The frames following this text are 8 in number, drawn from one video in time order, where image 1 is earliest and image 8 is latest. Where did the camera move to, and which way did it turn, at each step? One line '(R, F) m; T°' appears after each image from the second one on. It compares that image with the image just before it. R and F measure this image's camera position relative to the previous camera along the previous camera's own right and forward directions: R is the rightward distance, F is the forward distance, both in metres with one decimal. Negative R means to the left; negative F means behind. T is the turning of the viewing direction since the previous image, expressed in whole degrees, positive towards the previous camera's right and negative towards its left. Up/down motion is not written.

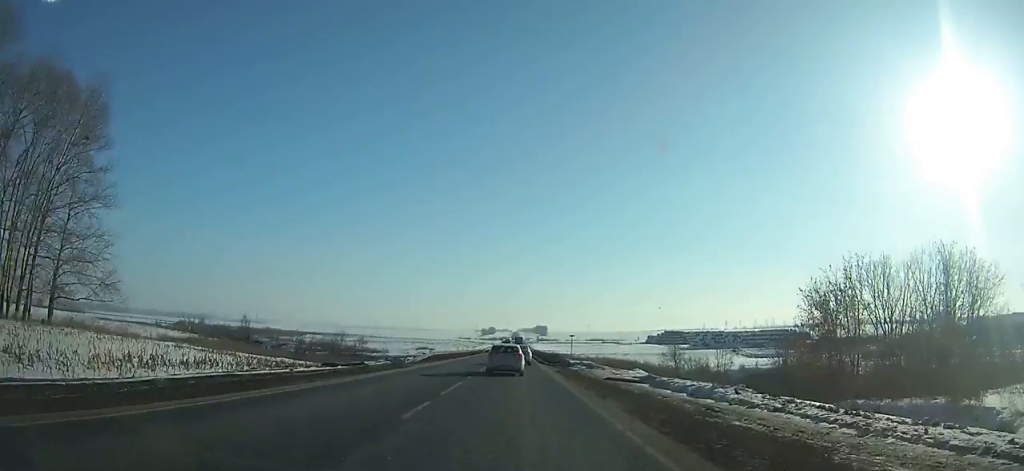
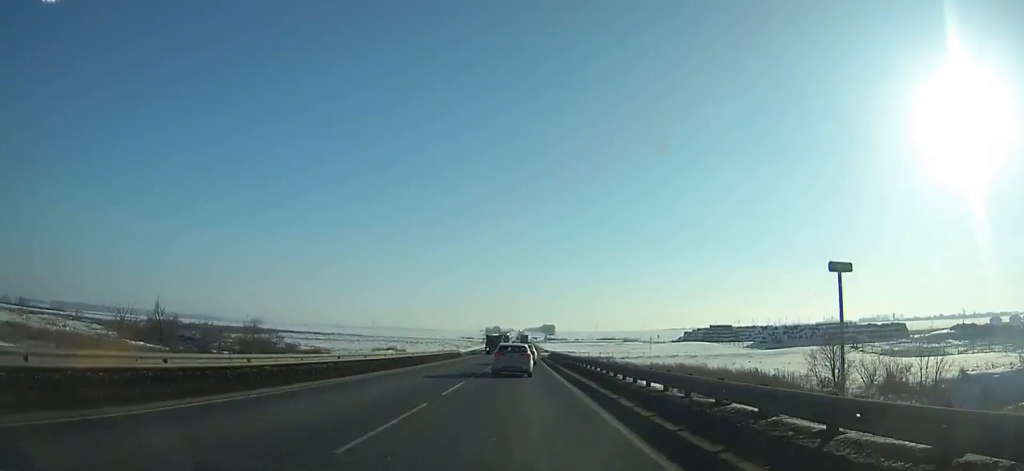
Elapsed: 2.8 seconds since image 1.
(-0.1, +55.6) m; 0°
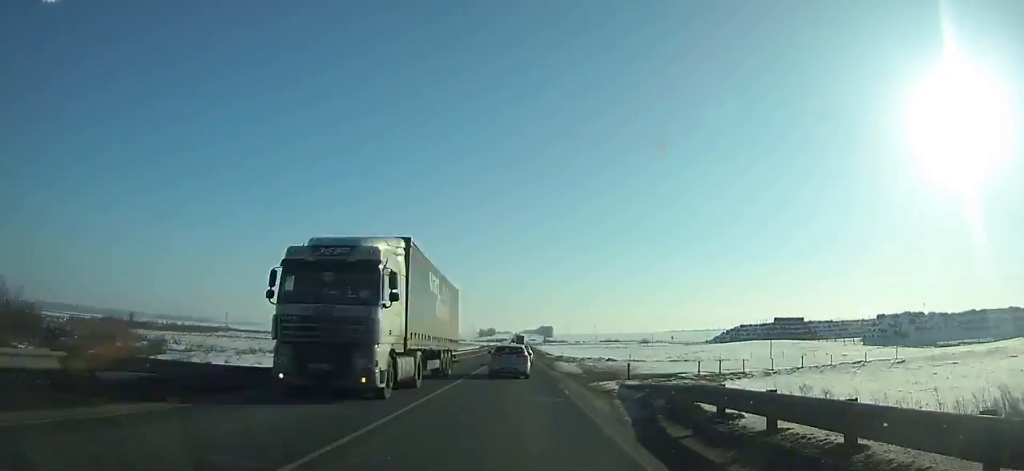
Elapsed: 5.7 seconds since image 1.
(+0.1, +56.6) m; 0°
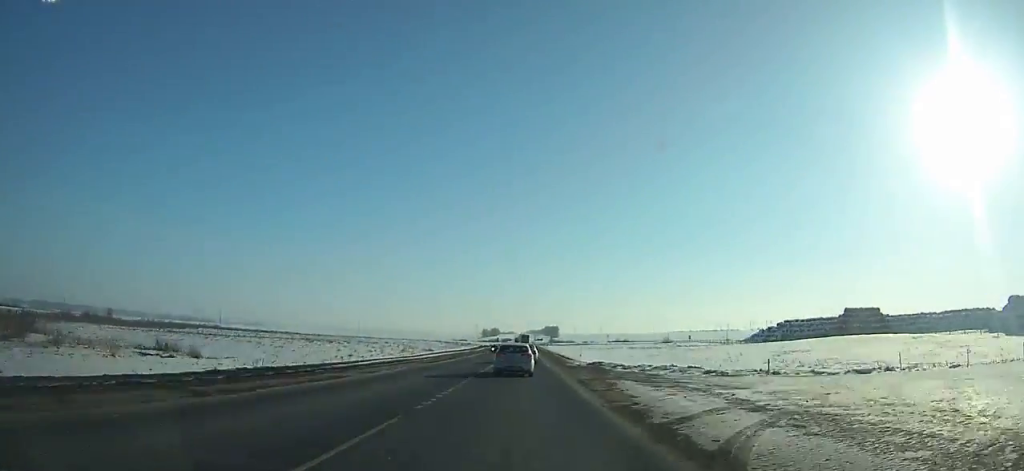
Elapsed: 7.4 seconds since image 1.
(-0.1, +32.9) m; 0°
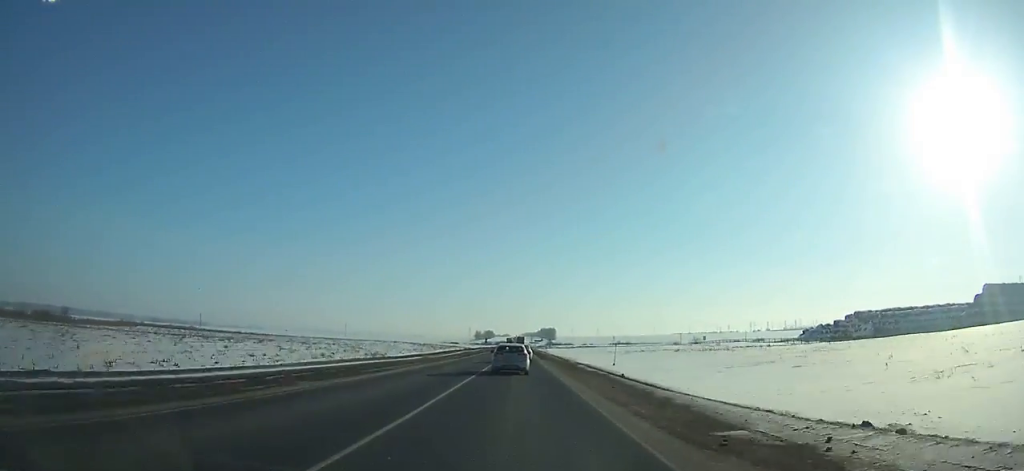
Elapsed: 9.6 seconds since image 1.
(0.0, +42.8) m; 0°
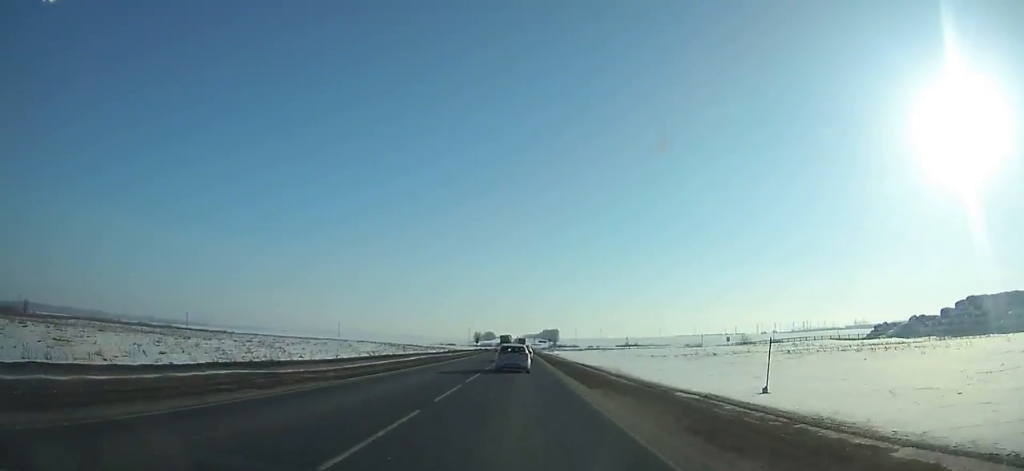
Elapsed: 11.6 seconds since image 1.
(+0.1, +39.0) m; 0°
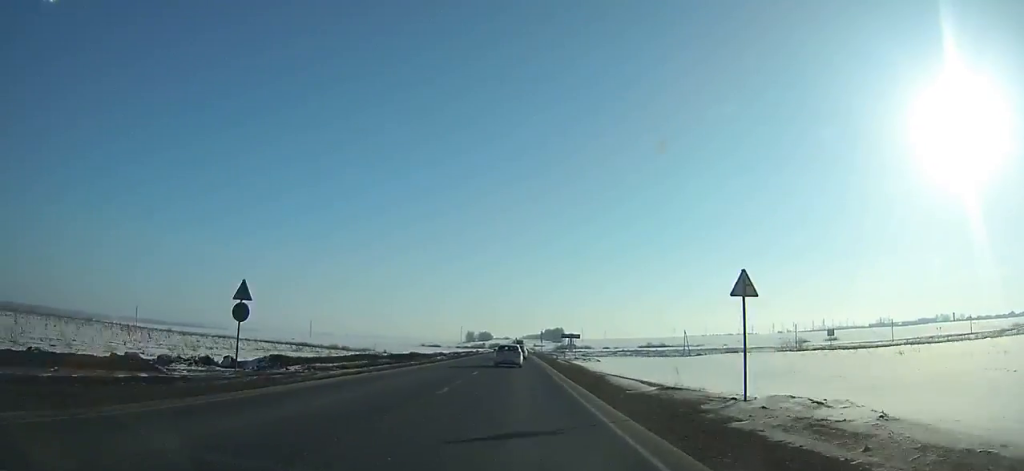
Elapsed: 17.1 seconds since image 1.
(+0.1, +110.4) m; 0°
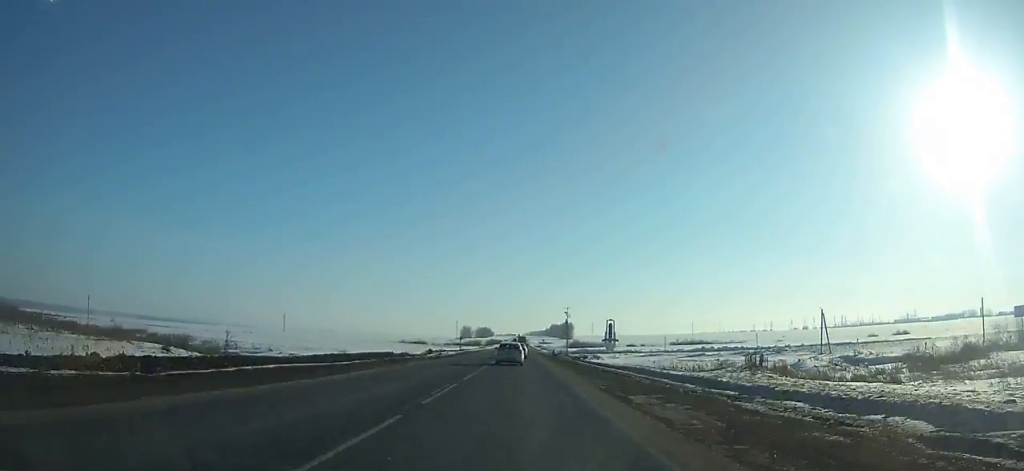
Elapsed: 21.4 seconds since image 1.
(-0.2, +89.1) m; 0°
